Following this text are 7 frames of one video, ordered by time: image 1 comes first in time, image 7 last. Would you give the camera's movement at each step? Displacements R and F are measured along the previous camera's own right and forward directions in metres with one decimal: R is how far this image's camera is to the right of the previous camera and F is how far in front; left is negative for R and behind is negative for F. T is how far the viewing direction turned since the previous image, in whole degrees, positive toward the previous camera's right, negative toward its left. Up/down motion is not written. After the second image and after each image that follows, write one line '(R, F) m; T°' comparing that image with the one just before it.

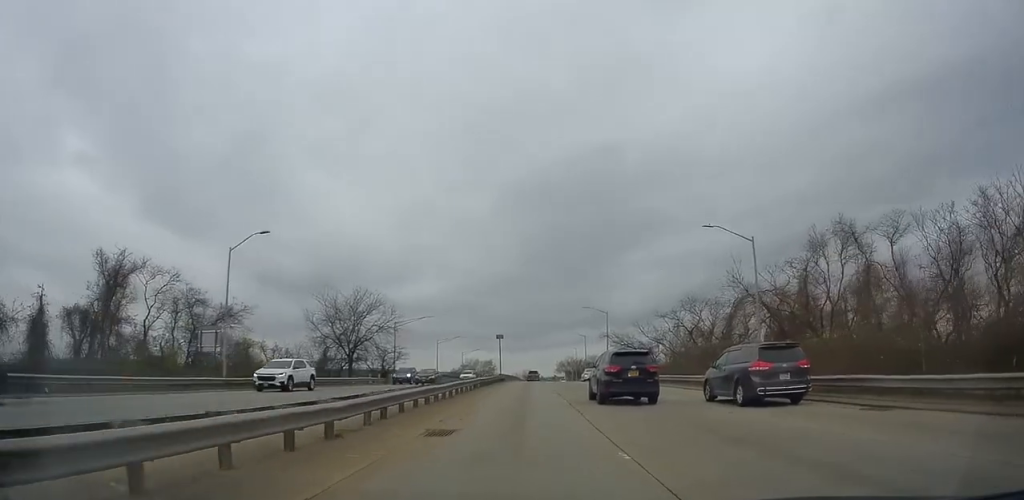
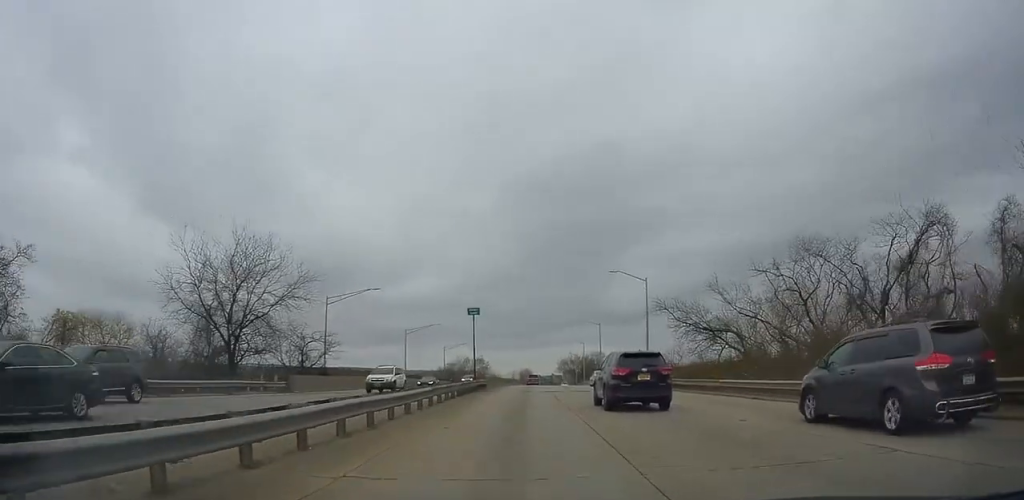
(+0.4, +26.5) m; +1°
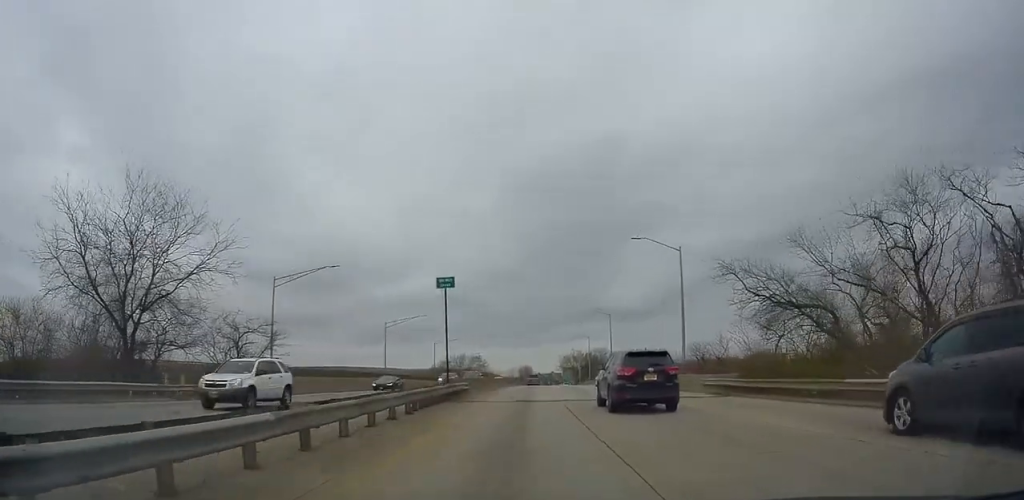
(+0.1, +11.5) m; 0°
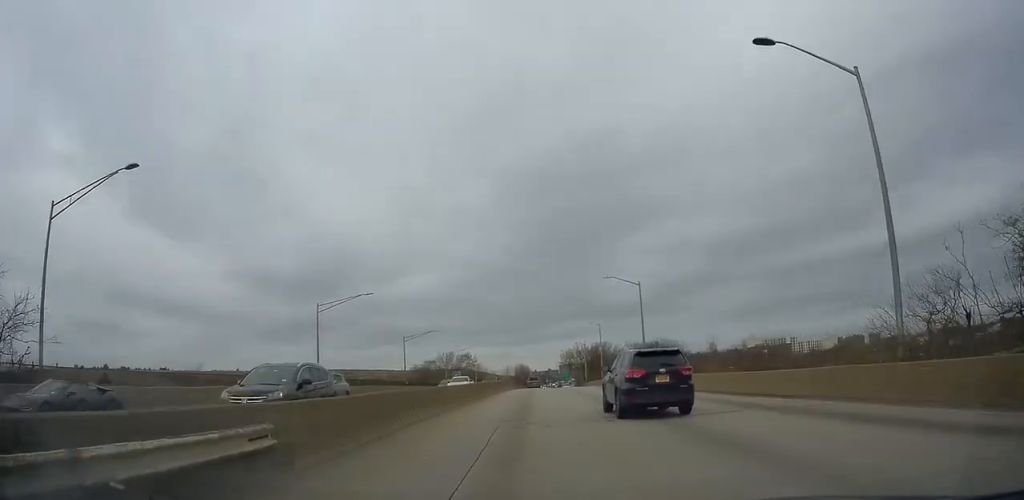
(-0.2, +22.8) m; 0°
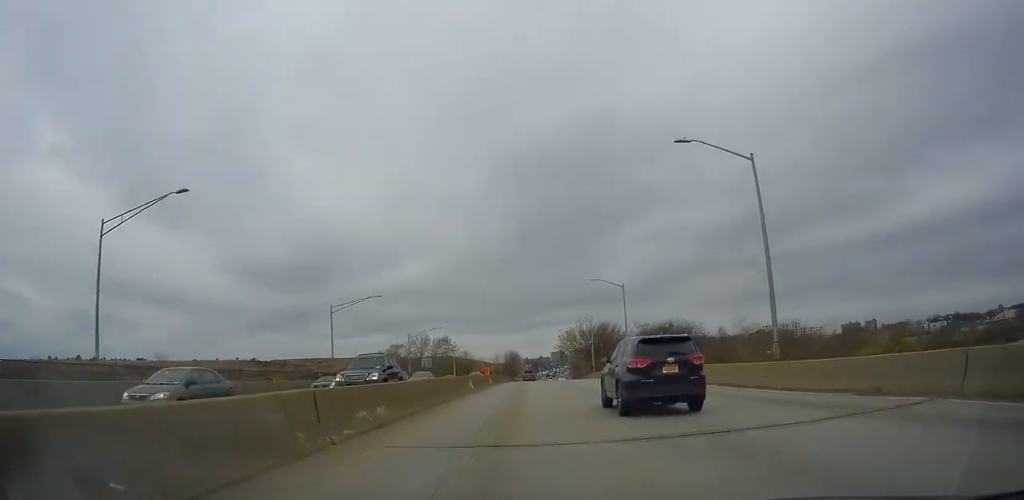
(+0.2, +28.1) m; 0°
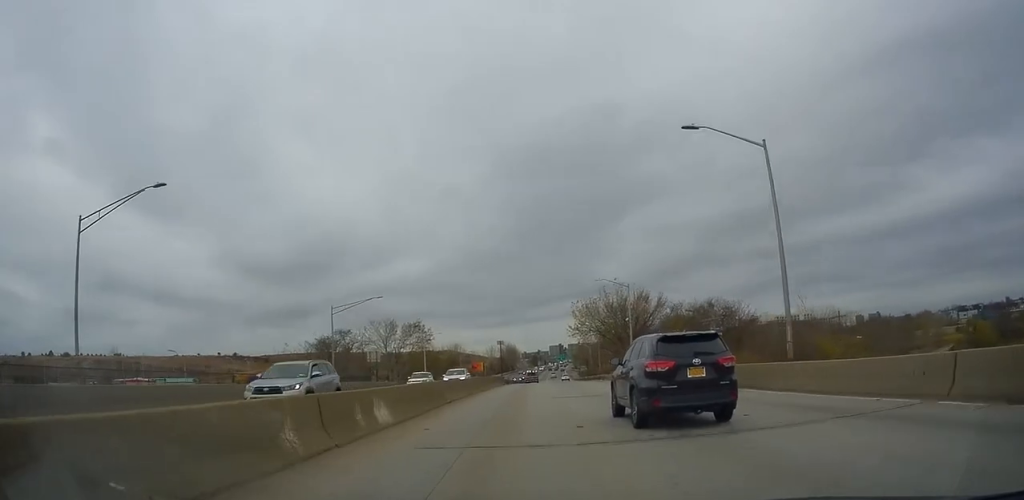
(-0.3, +35.1) m; -1°
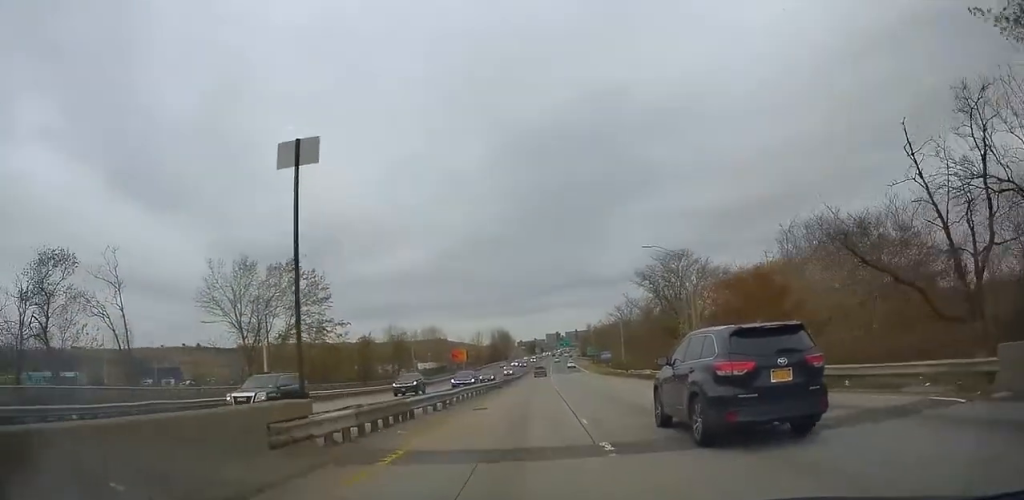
(+0.5, +58.9) m; +1°
